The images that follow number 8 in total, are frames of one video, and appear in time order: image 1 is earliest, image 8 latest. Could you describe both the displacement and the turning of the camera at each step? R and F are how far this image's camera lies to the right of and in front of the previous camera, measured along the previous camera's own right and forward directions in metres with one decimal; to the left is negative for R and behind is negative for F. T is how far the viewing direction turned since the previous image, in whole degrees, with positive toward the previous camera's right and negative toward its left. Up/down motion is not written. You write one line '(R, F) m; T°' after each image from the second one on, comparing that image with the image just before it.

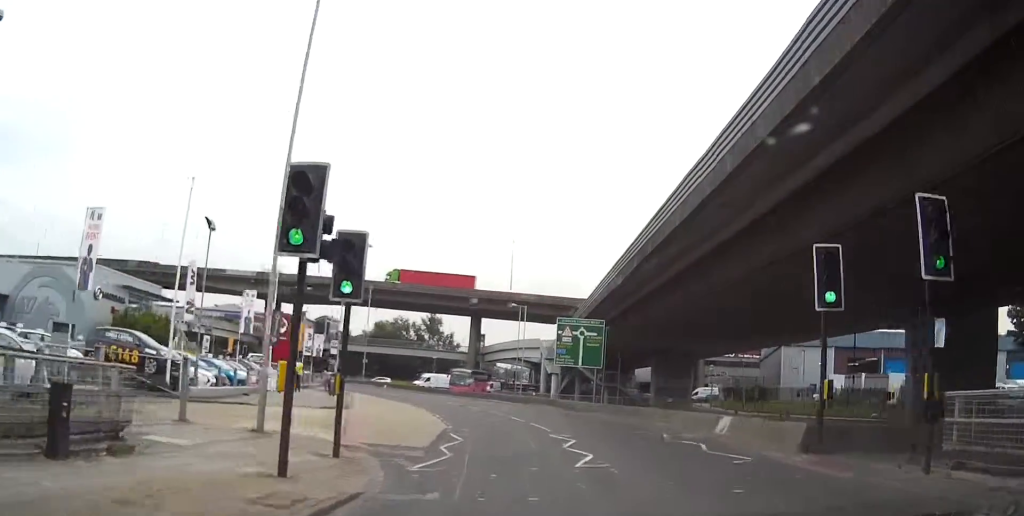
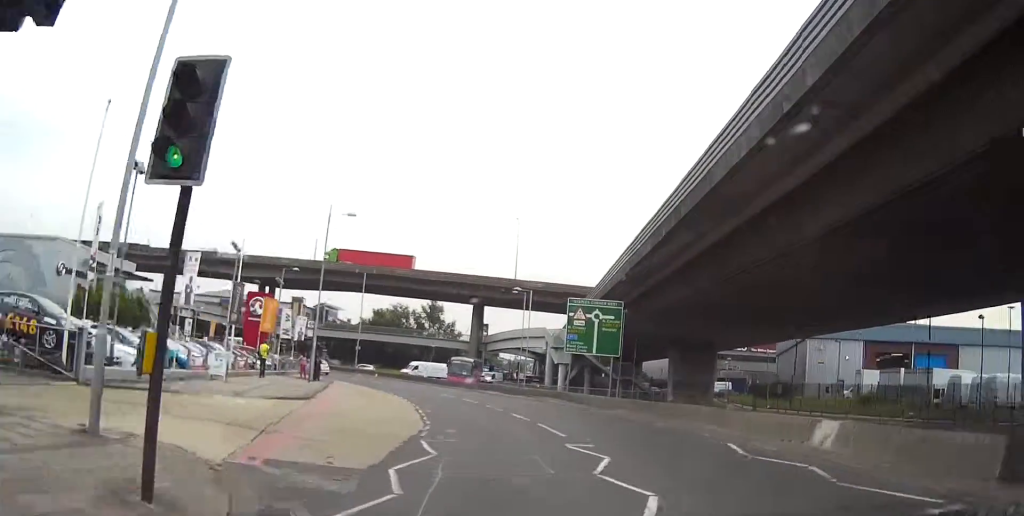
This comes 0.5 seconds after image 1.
(0.0, +6.6) m; -1°
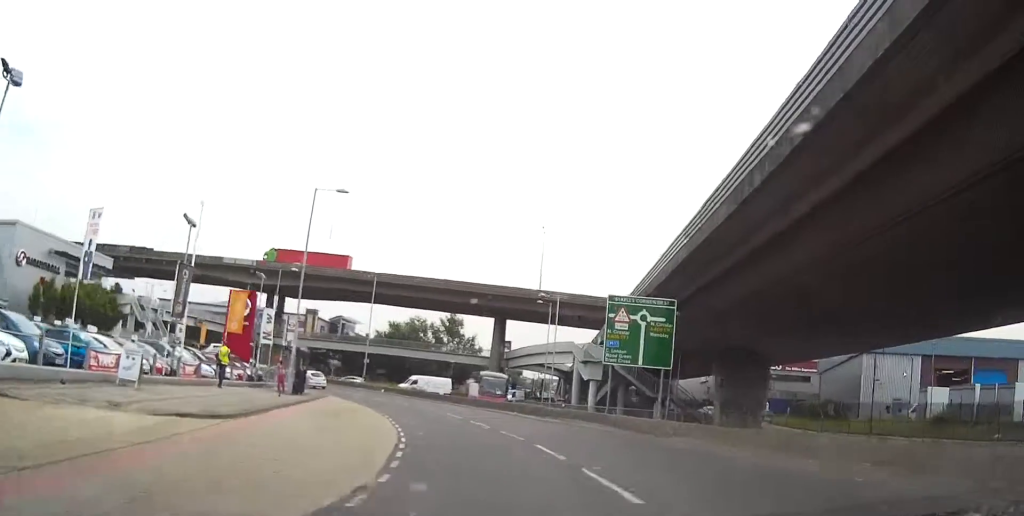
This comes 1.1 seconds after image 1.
(0.0, +8.3) m; -3°
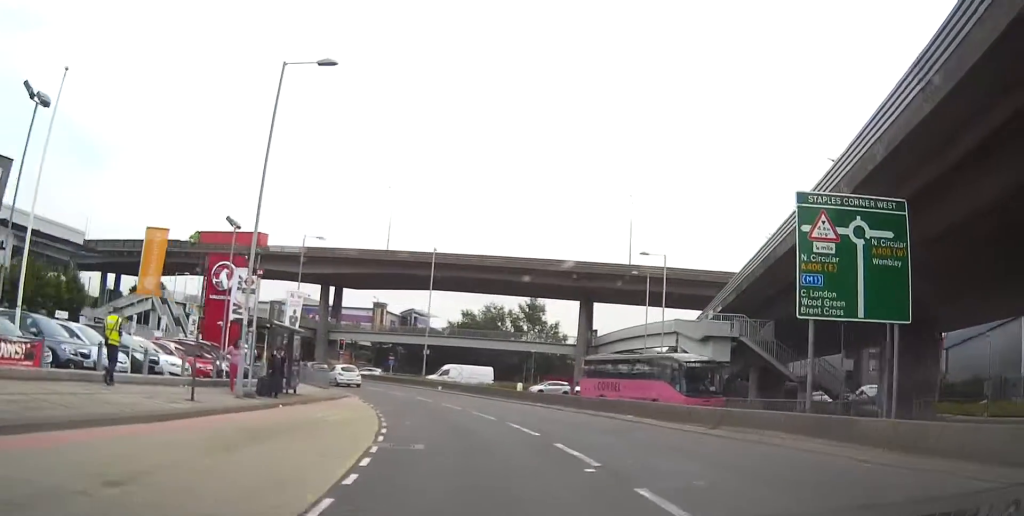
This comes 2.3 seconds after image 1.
(-0.9, +14.5) m; -7°
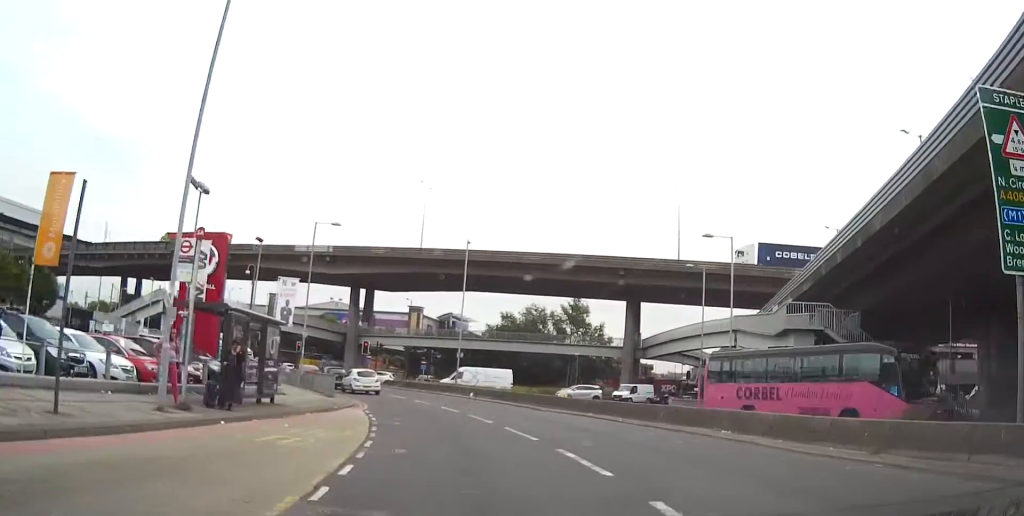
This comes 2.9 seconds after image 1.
(-0.2, +6.5) m; -4°
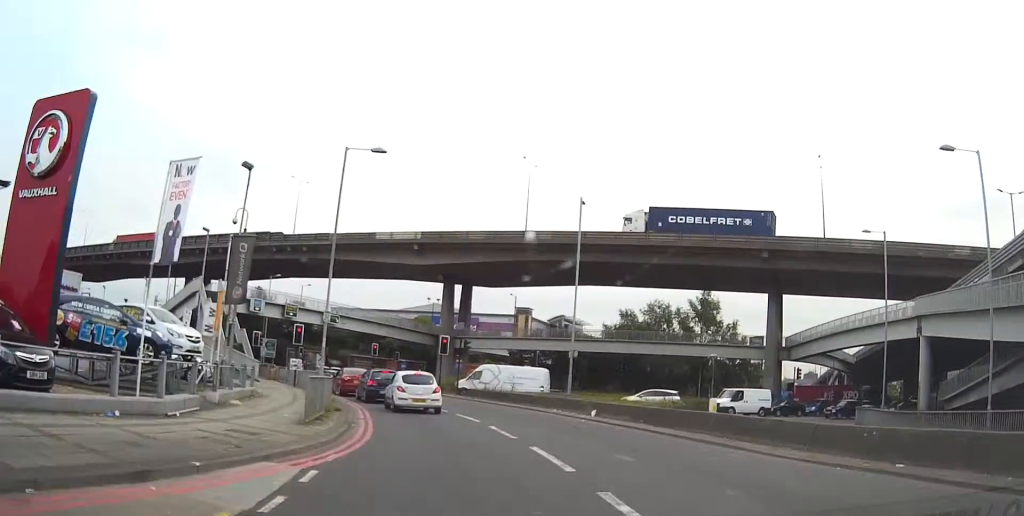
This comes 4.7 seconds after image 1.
(-1.3, +15.8) m; -8°
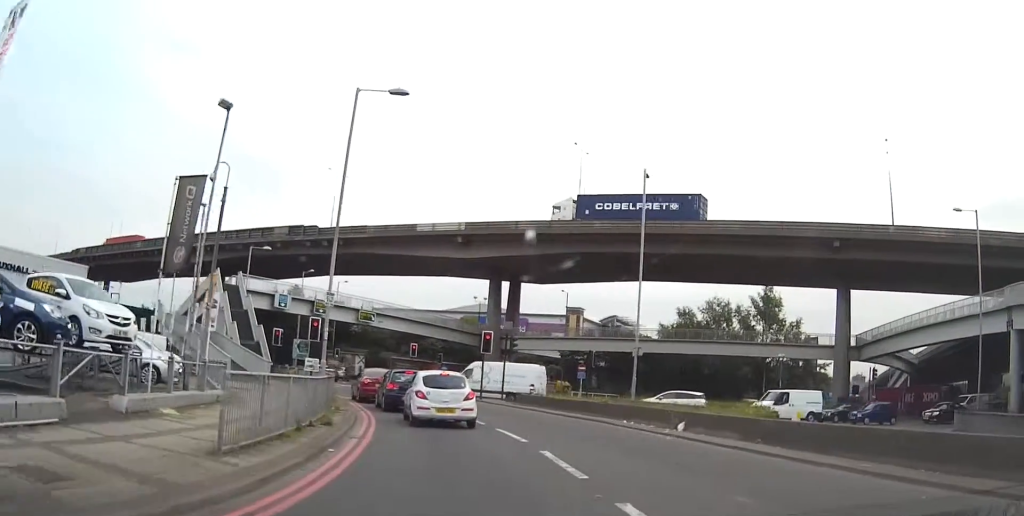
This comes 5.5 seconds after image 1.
(-0.1, +6.2) m; -2°
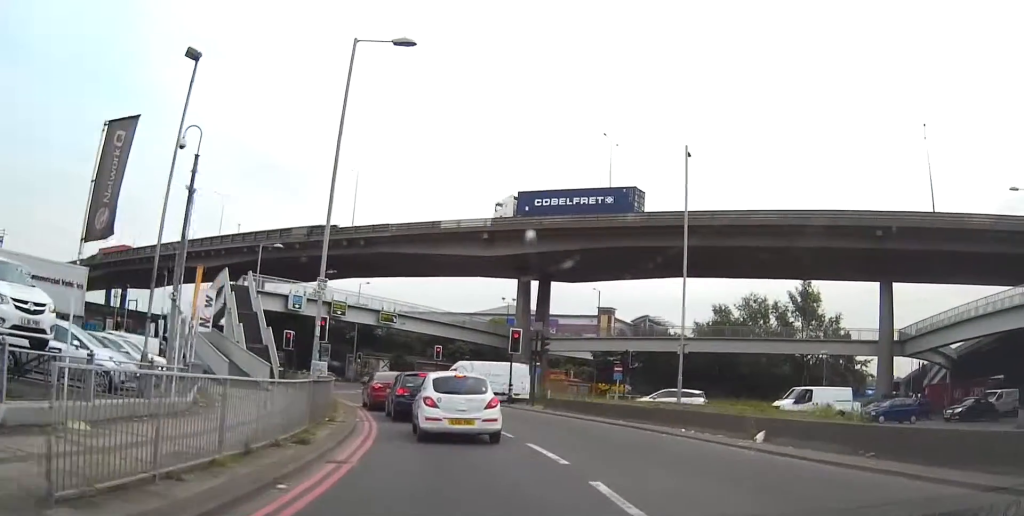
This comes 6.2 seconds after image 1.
(0.0, +3.9) m; -1°
